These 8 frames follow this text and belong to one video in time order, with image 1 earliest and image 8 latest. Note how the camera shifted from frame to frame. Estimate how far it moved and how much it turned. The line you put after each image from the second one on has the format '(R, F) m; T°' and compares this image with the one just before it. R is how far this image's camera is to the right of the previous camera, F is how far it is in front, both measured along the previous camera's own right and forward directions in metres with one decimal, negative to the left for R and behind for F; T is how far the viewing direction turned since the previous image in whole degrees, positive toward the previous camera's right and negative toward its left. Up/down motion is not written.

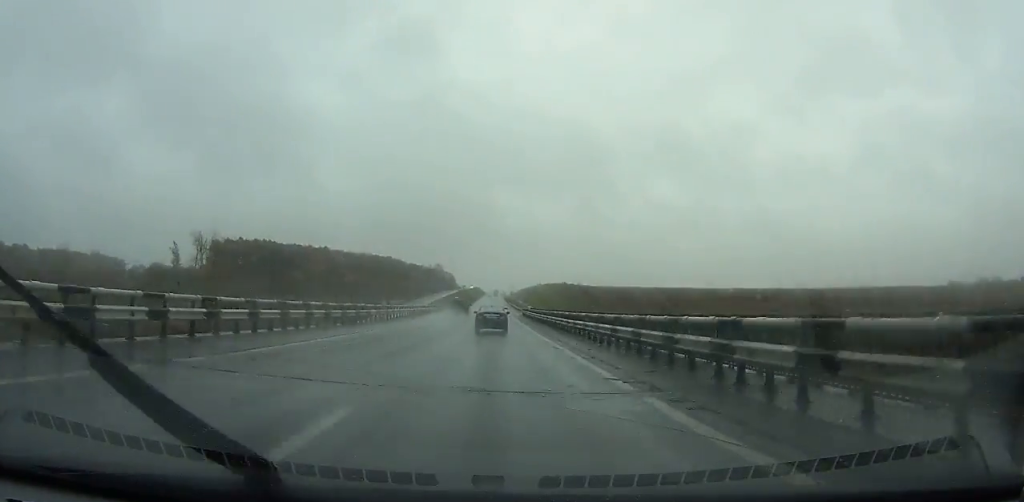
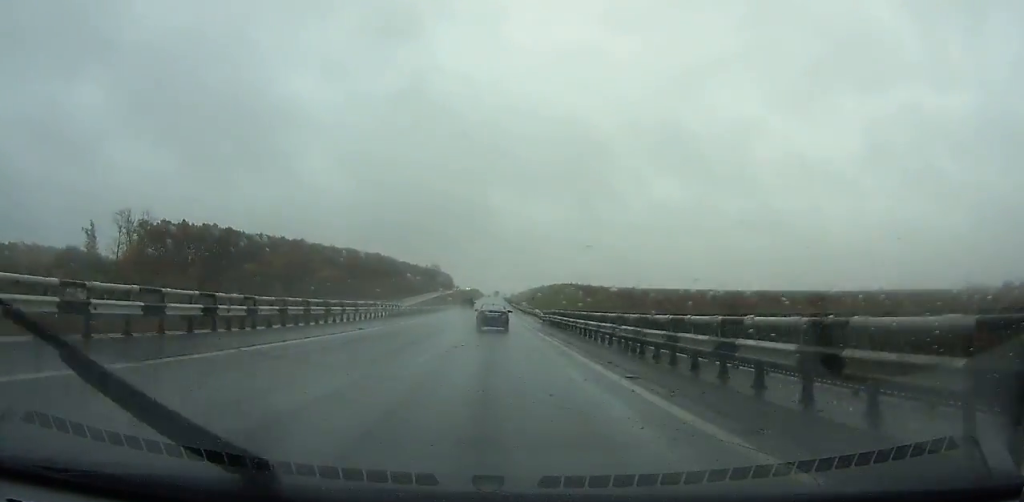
(0.0, +37.9) m; 0°
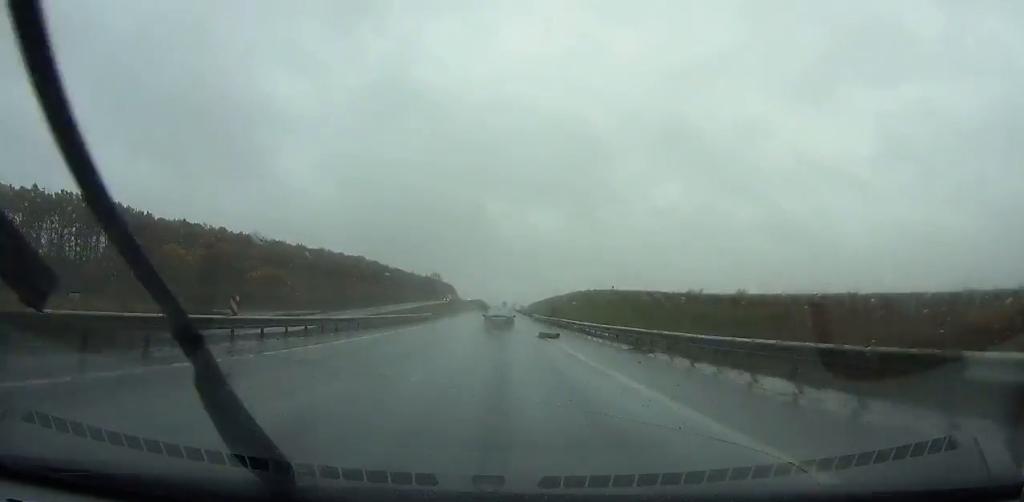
(-0.4, +62.0) m; 0°
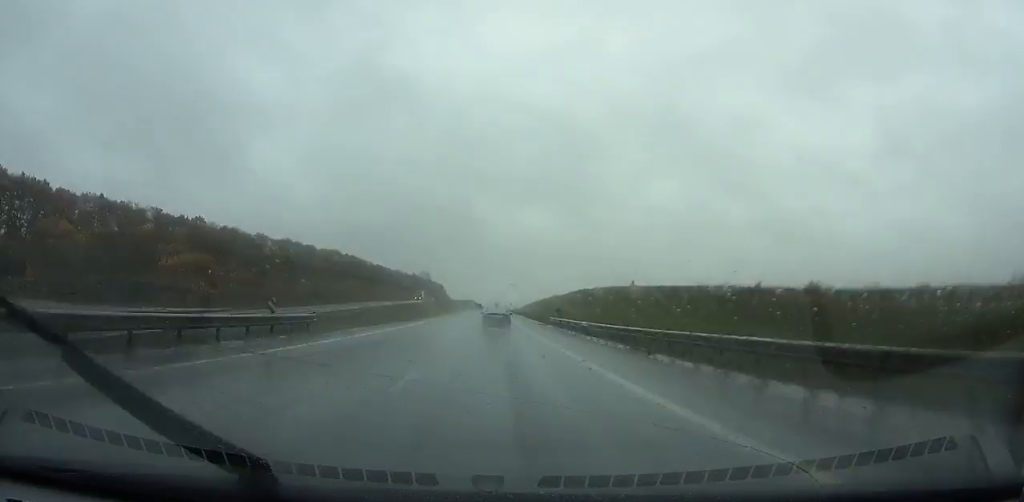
(+0.2, +36.7) m; 0°
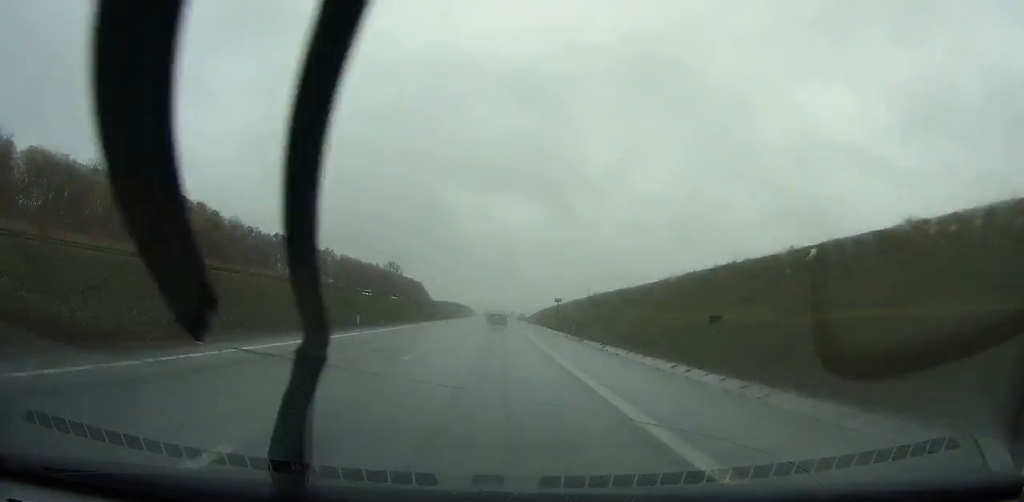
(+0.7, +159.4) m; 0°
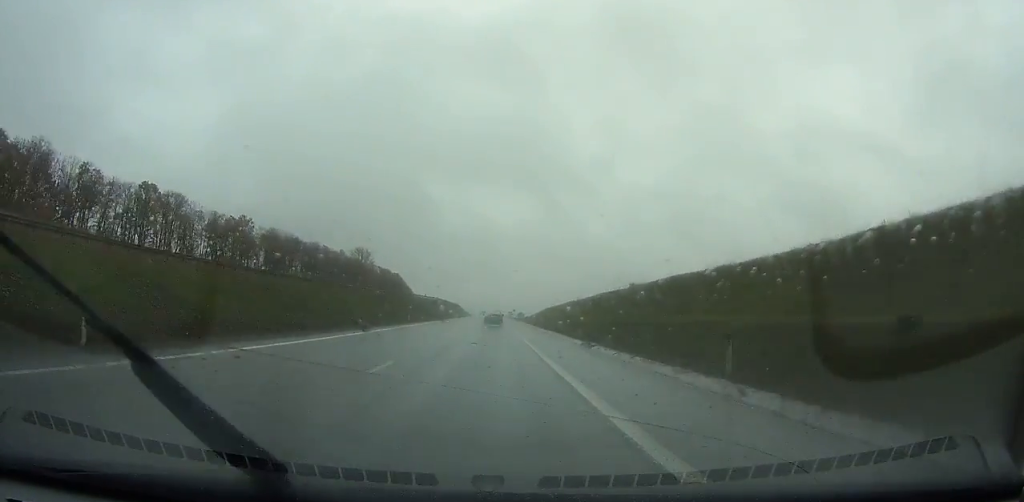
(-0.2, +72.7) m; 0°
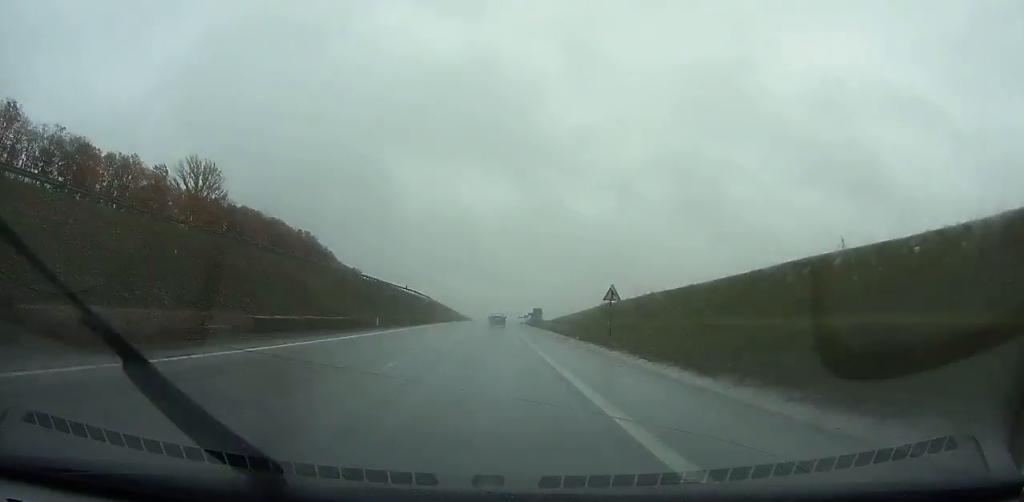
(-0.6, +161.5) m; -1°
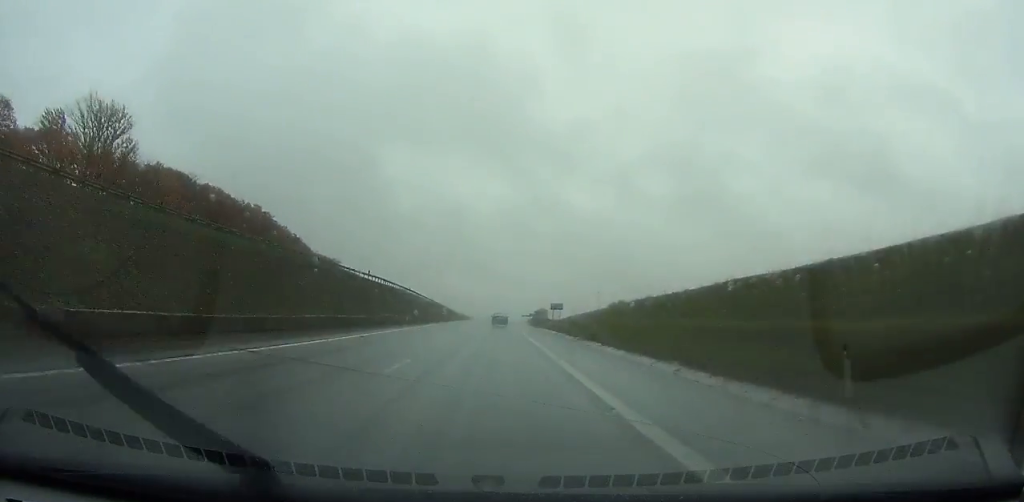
(0.0, +35.6) m; 0°
